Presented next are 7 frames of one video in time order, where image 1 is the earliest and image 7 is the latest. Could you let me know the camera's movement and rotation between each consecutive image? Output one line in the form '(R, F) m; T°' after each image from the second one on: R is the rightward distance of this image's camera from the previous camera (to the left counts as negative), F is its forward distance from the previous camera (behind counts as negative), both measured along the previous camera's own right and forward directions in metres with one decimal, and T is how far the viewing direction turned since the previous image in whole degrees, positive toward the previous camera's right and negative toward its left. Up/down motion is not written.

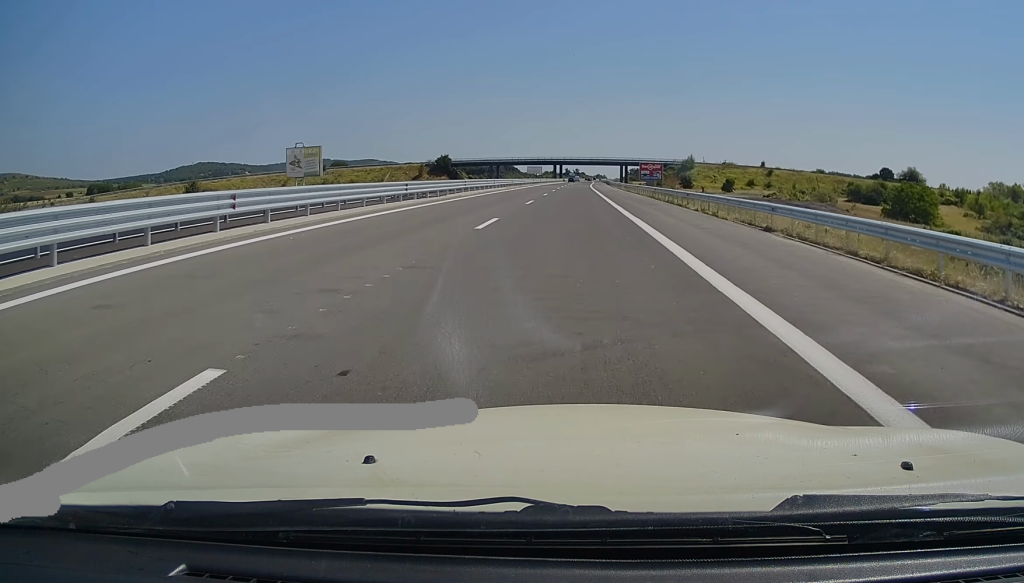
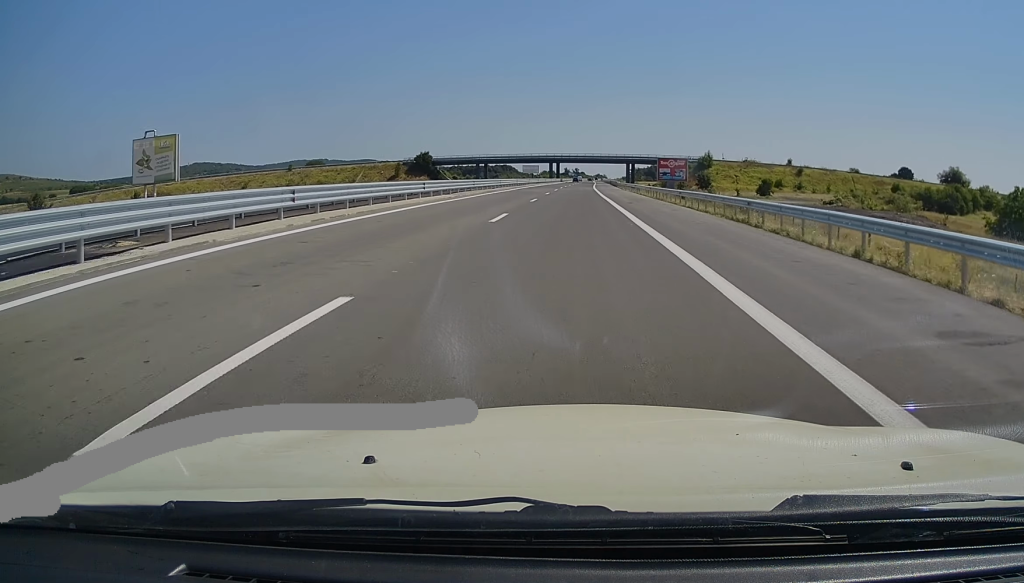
(-0.2, +28.6) m; -1°
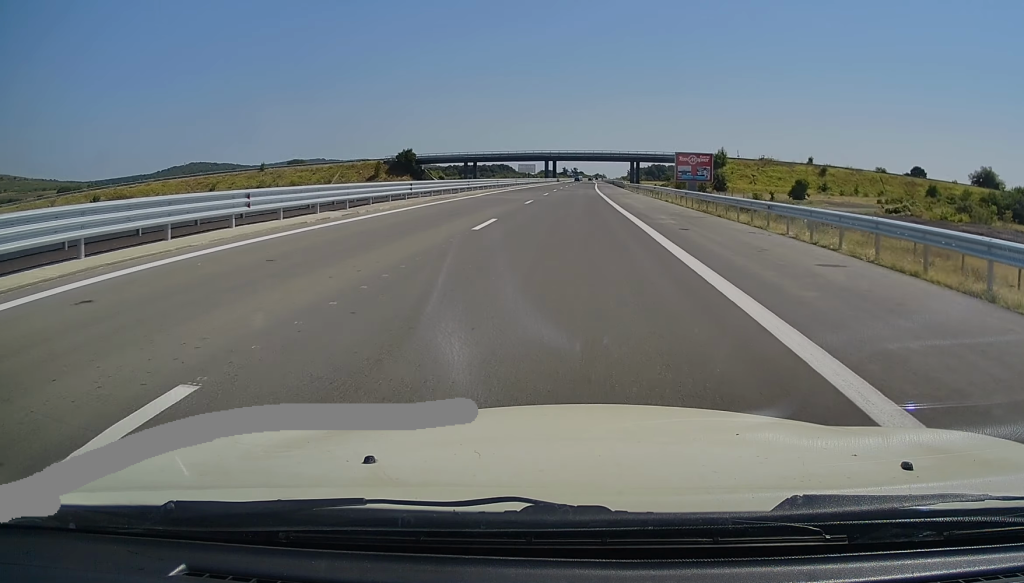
(-0.1, +18.5) m; 0°
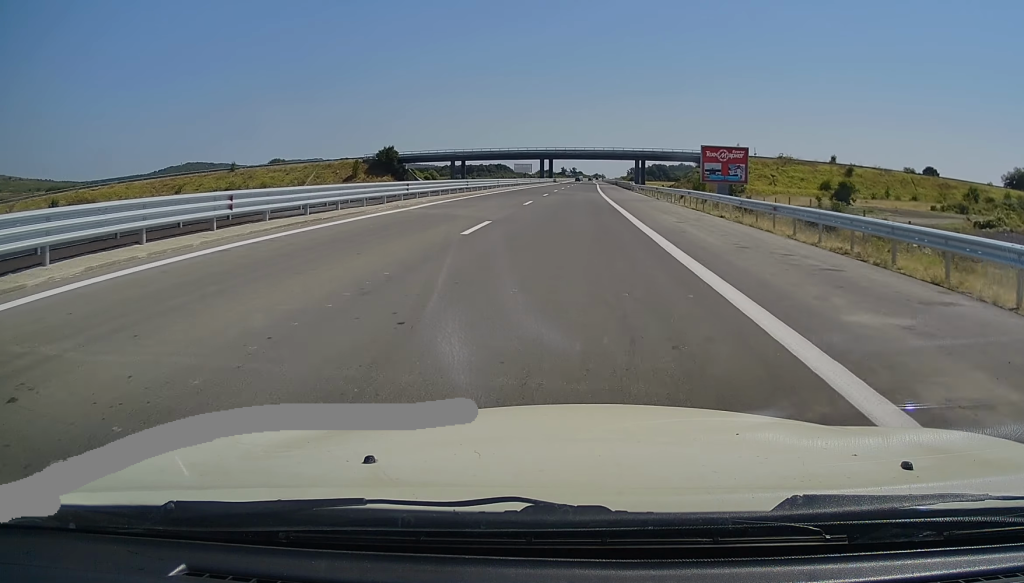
(0.0, +16.7) m; 0°
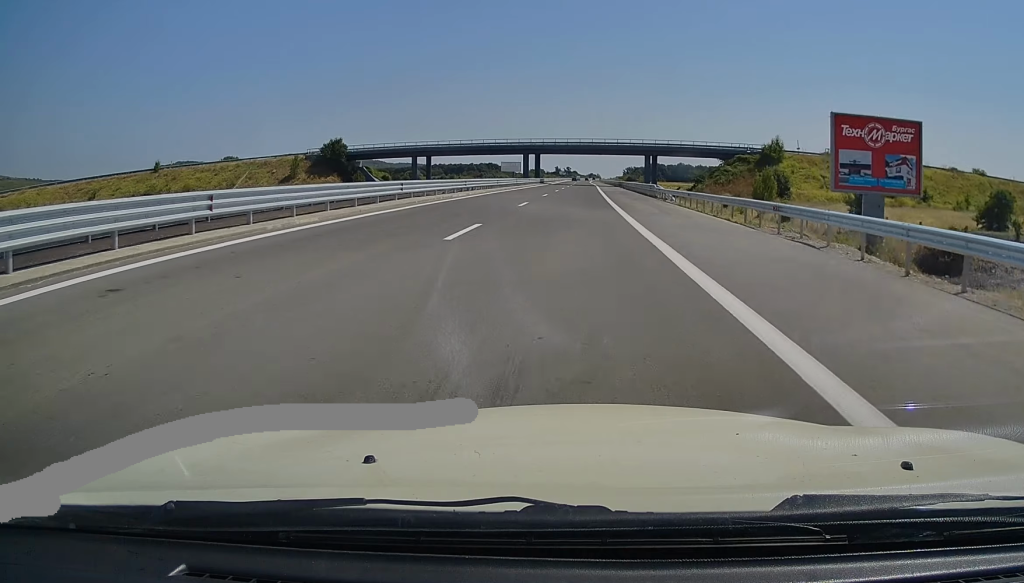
(+0.3, +32.8) m; 0°
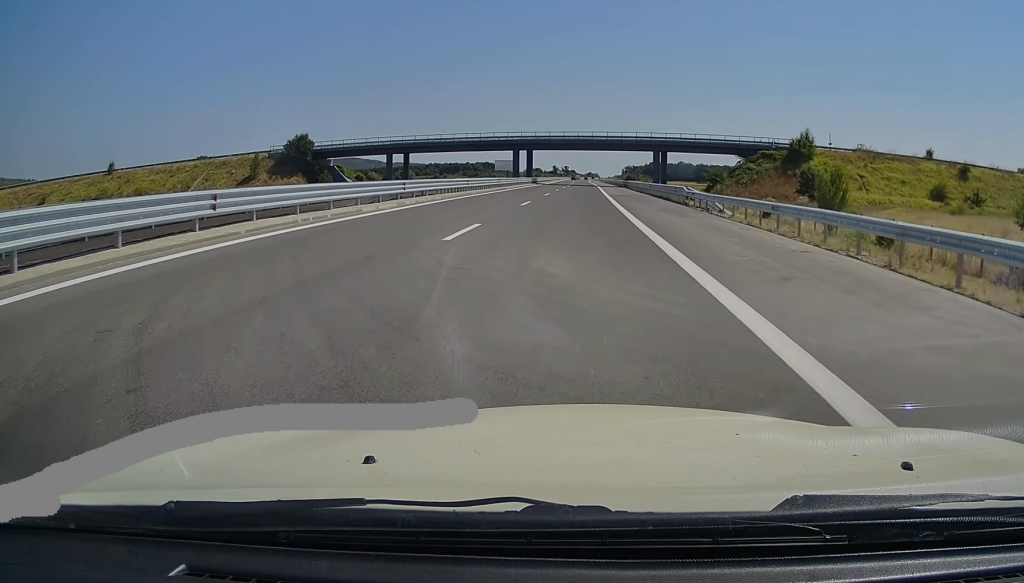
(-0.2, +15.9) m; -1°
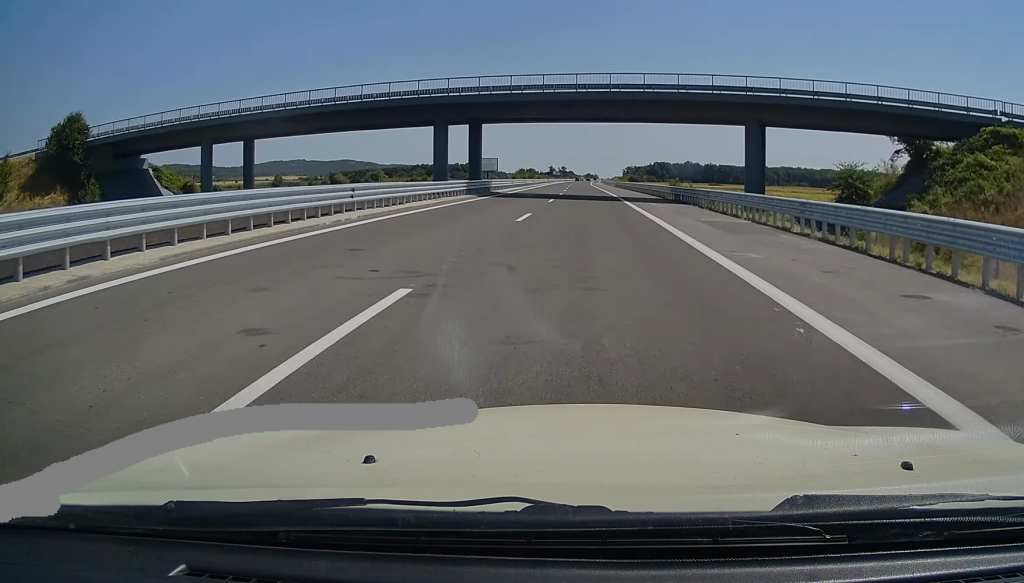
(+0.6, +56.7) m; +1°
